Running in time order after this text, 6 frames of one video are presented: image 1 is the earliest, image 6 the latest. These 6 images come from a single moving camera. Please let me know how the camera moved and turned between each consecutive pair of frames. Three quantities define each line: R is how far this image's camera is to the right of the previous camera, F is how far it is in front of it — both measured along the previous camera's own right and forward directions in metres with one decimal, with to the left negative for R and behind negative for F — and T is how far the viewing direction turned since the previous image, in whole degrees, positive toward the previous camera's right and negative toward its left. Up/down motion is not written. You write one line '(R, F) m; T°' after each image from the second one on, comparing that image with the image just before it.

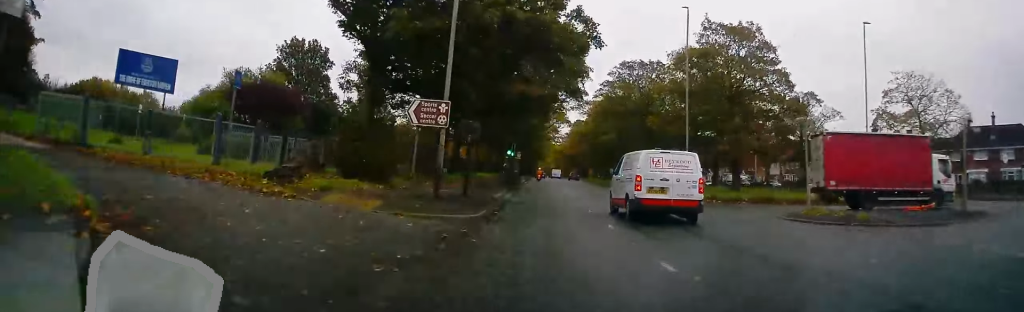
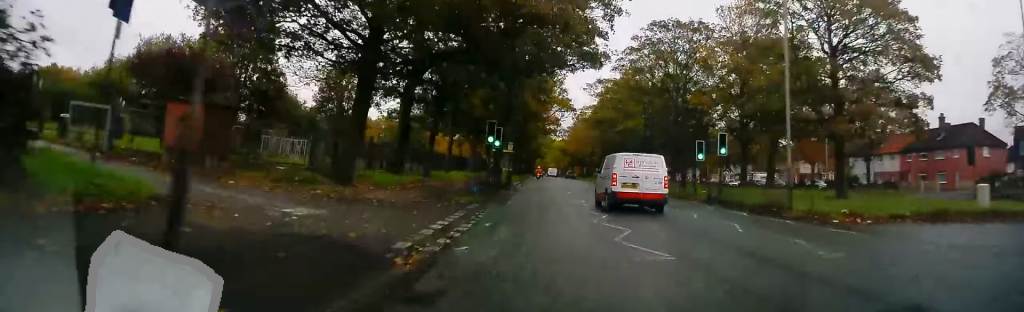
(-0.1, +17.0) m; 0°
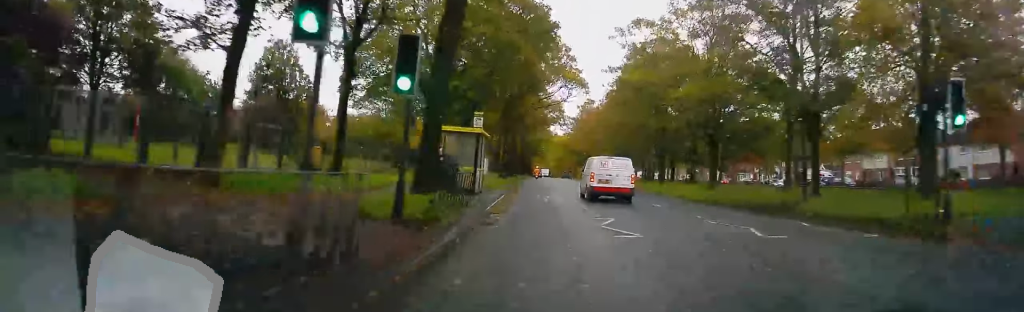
(-0.4, +23.0) m; 0°
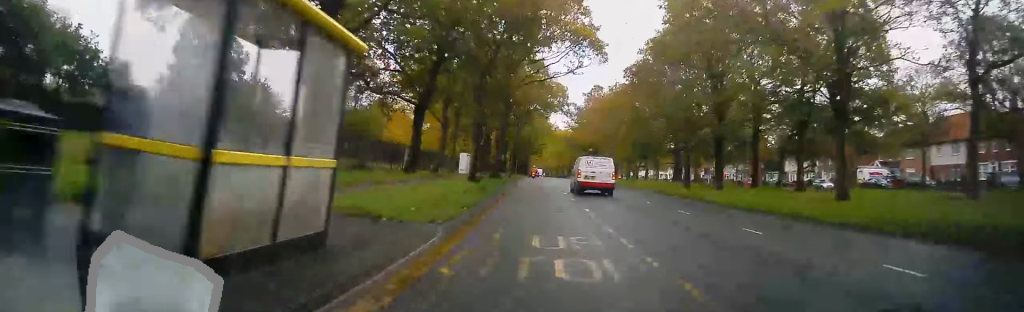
(+0.7, +17.2) m; +2°
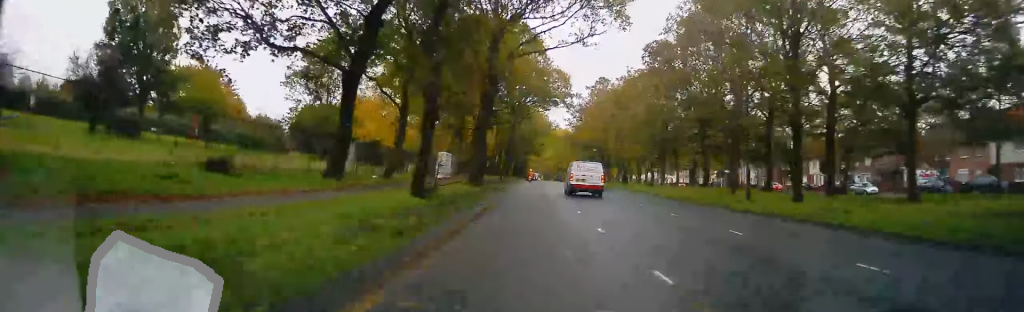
(0.0, +11.2) m; 0°
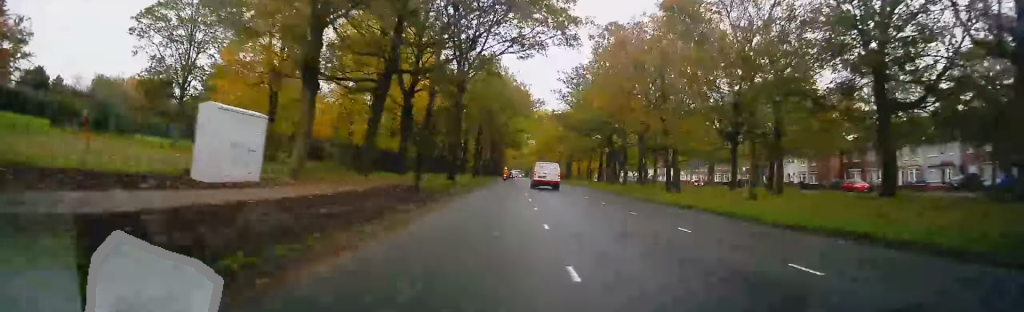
(-0.3, +29.6) m; +1°
